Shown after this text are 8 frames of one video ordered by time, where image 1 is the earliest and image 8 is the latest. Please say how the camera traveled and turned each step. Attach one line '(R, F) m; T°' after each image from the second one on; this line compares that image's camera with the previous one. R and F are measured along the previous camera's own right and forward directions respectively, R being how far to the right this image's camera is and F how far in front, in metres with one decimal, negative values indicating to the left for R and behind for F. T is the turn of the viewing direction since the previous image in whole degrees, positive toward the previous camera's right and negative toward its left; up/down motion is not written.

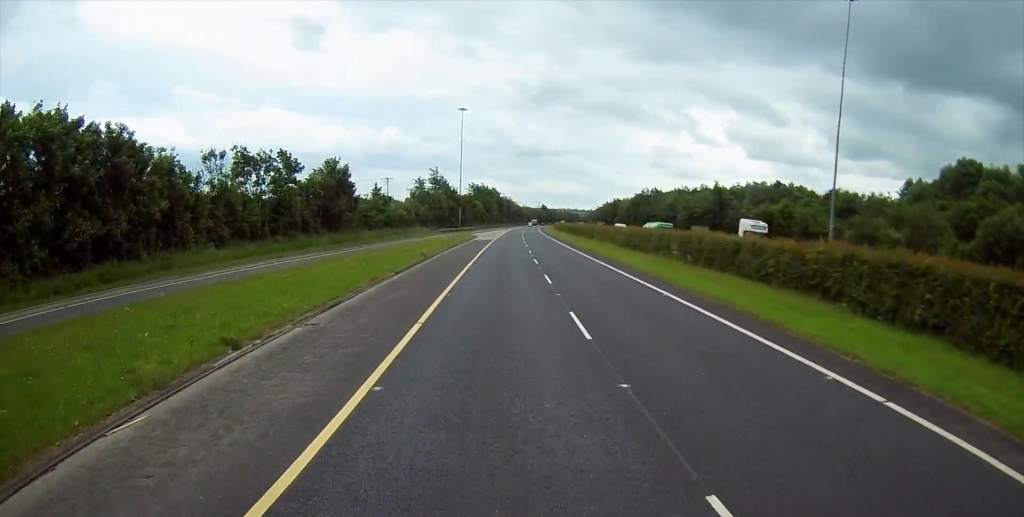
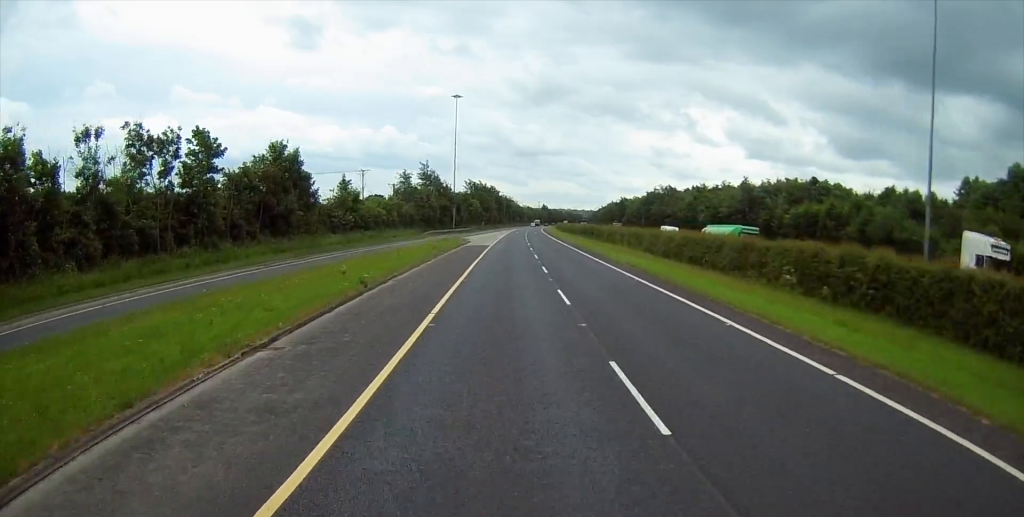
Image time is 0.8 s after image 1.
(+0.2, +18.0) m; +1°
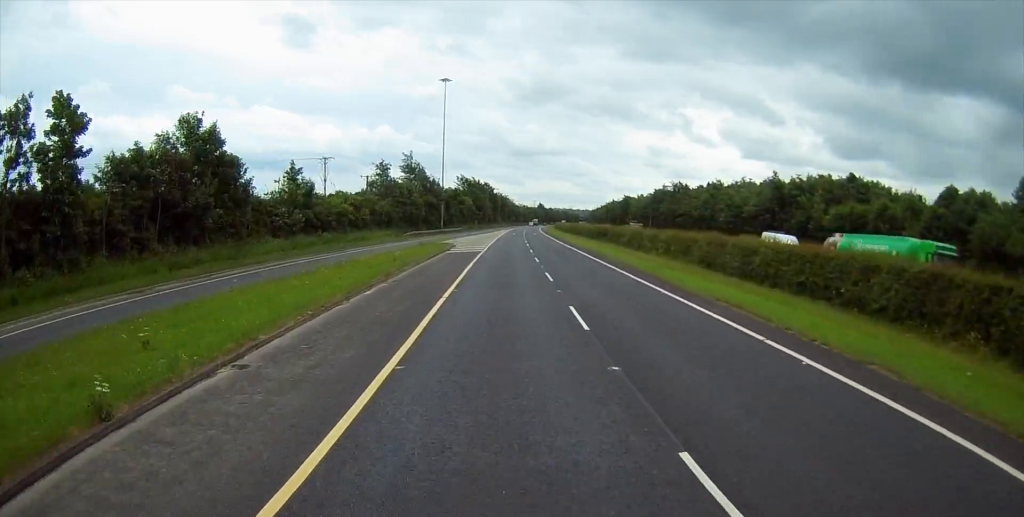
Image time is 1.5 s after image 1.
(0.0, +16.5) m; +1°
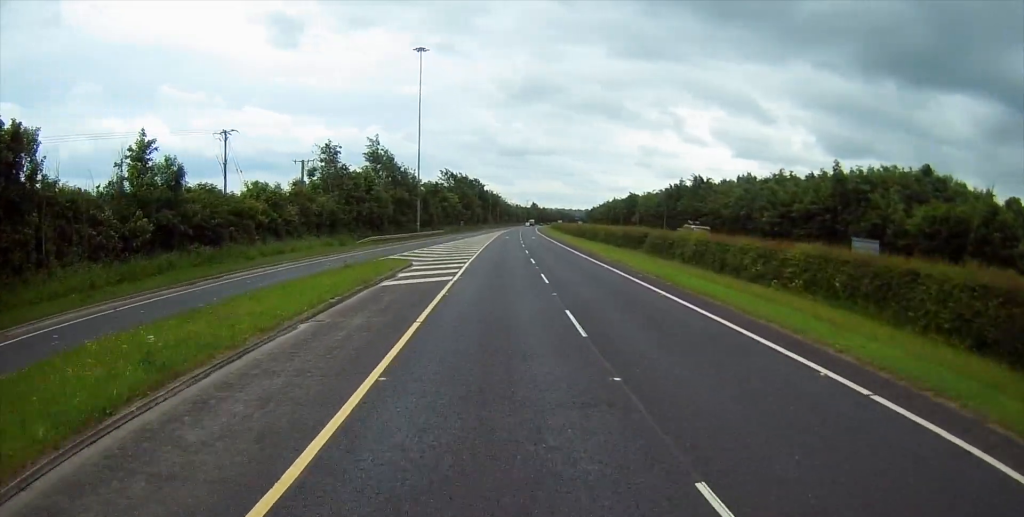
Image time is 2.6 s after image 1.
(+0.2, +24.8) m; +1°
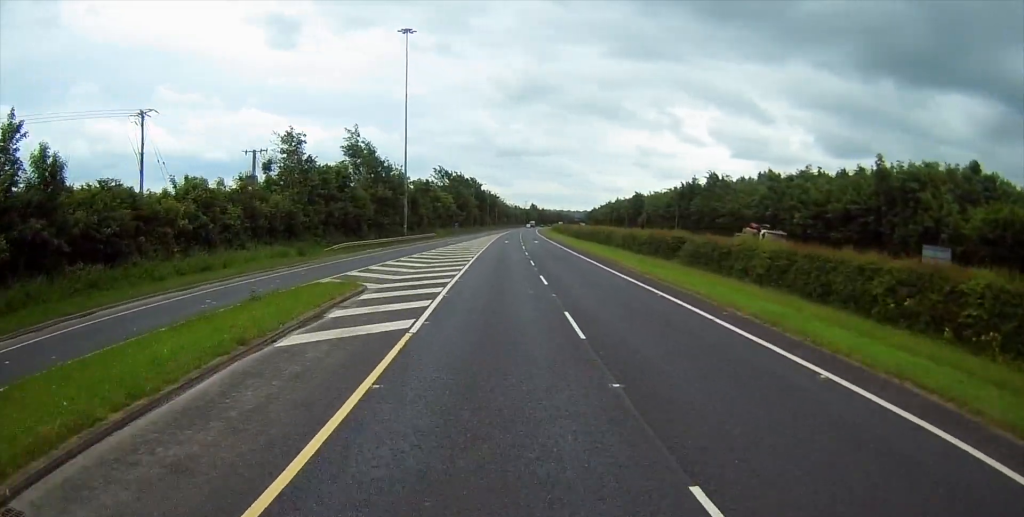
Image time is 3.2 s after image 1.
(0.0, +12.0) m; 0°
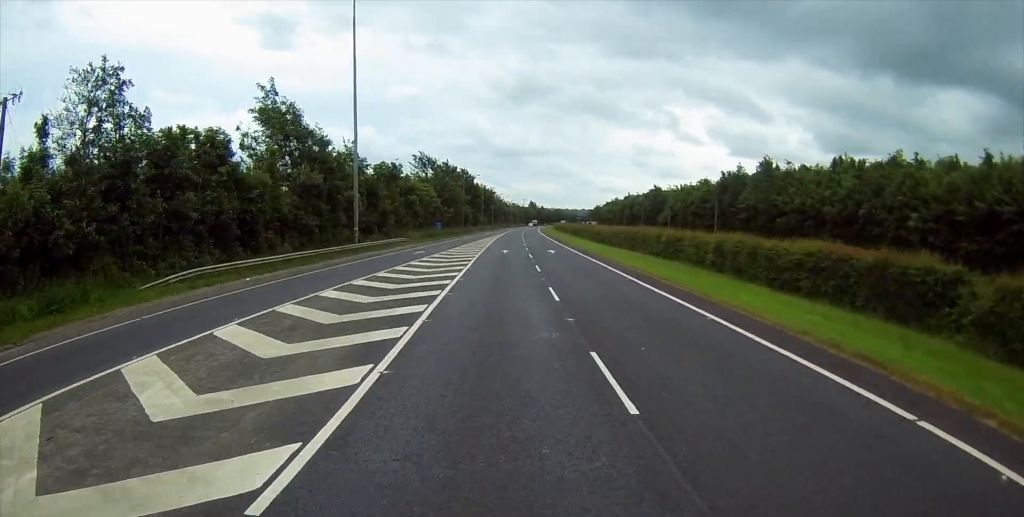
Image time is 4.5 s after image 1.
(+0.2, +29.2) m; 0°
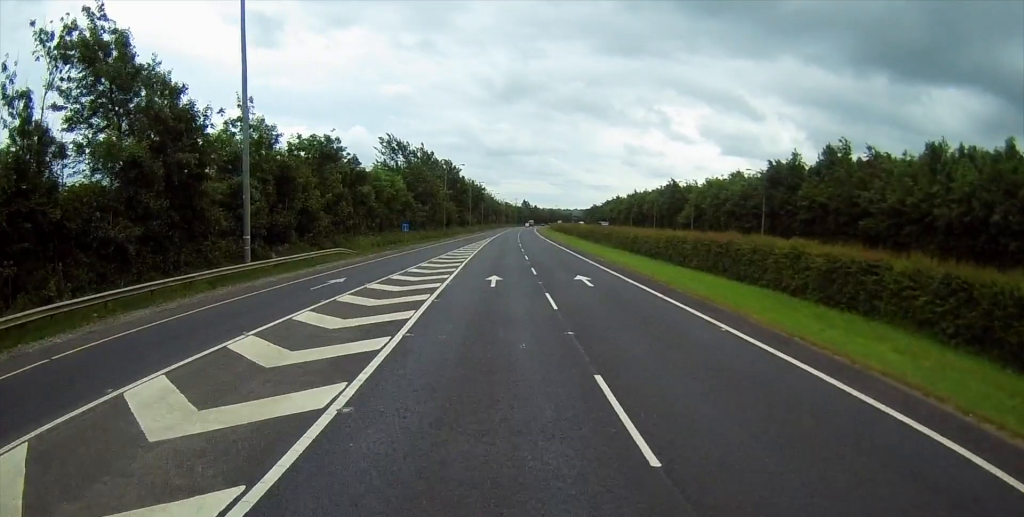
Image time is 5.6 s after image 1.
(-0.1, +25.6) m; 0°
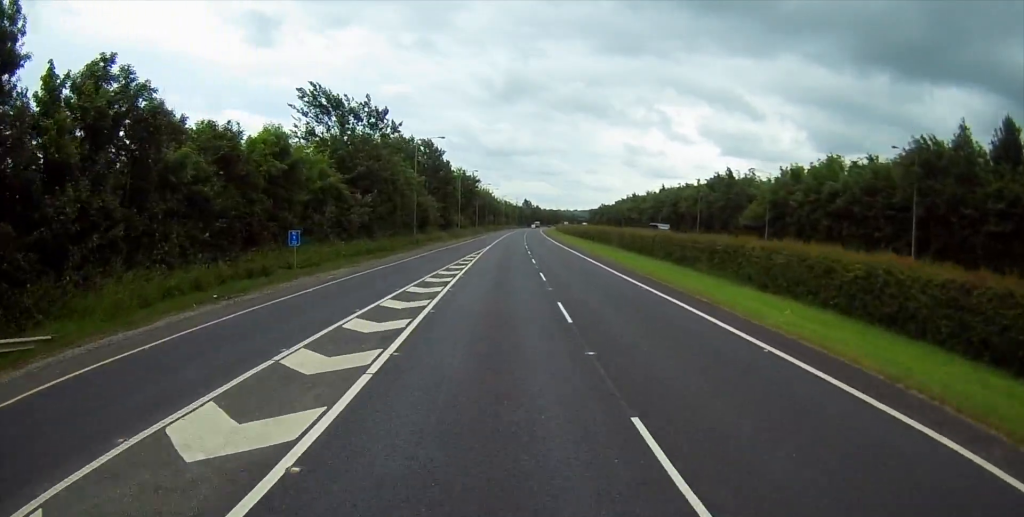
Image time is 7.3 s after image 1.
(+0.3, +38.0) m; +1°
